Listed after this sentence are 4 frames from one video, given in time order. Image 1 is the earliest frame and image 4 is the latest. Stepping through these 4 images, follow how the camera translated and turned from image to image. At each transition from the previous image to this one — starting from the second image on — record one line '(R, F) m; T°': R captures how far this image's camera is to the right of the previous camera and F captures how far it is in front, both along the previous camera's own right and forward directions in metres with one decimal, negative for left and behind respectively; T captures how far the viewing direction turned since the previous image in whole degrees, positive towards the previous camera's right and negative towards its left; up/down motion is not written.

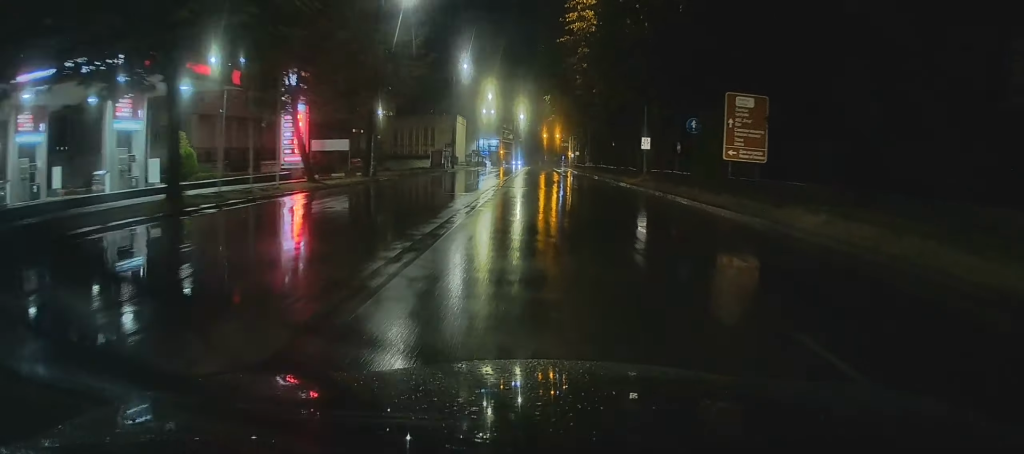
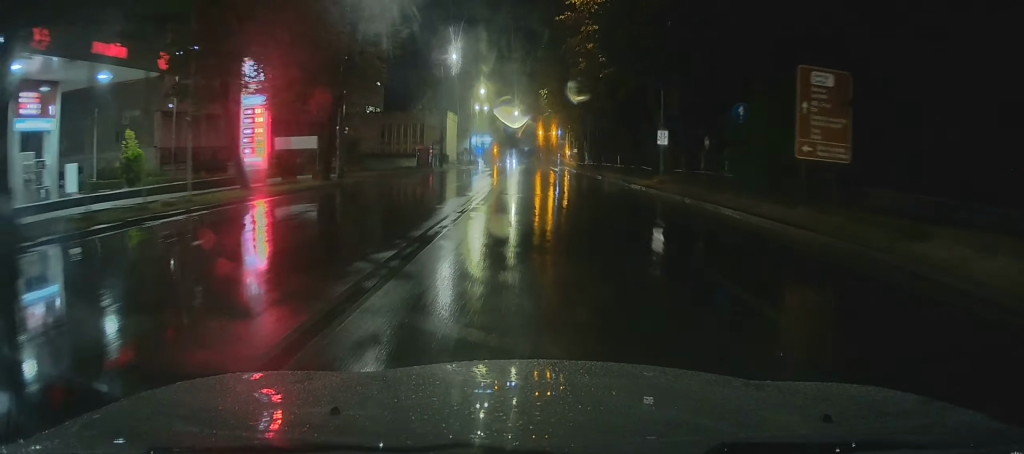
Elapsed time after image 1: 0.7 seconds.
(0.0, +6.6) m; +1°
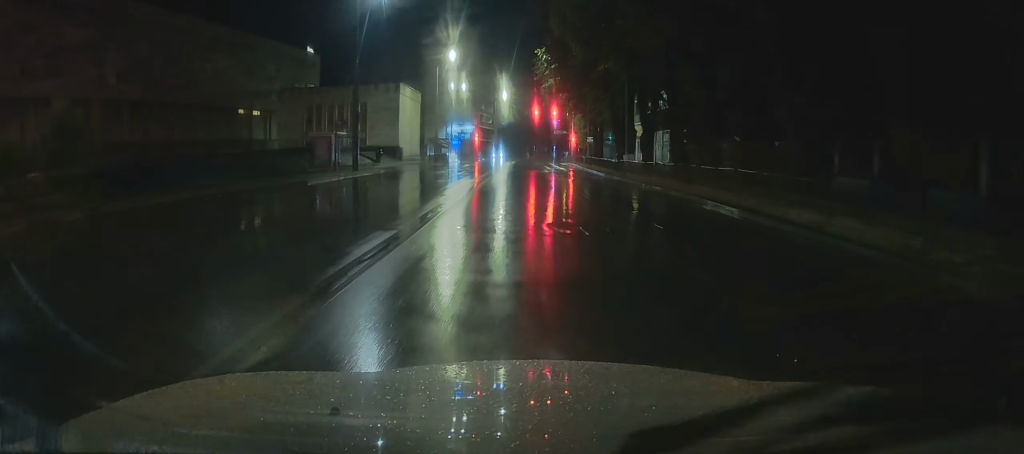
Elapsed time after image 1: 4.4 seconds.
(+0.5, +35.3) m; 0°
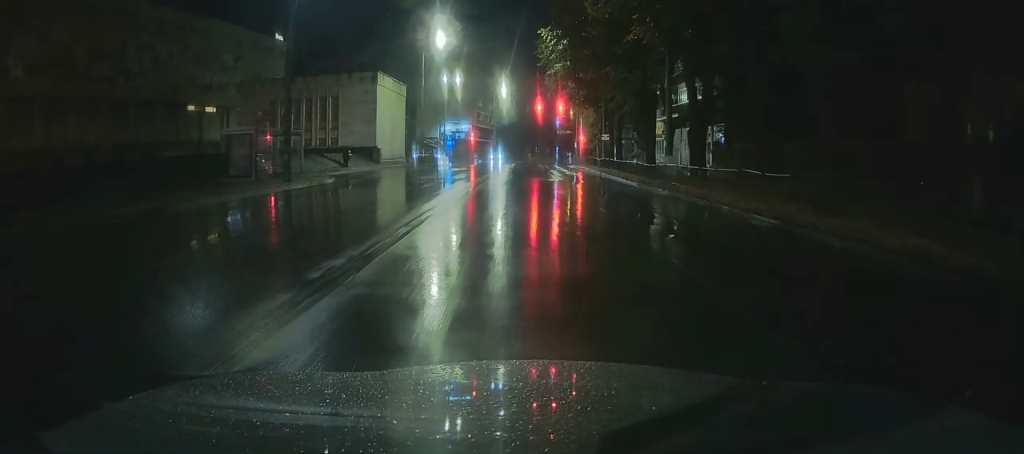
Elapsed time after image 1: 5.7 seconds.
(-0.1, +11.7) m; -1°
